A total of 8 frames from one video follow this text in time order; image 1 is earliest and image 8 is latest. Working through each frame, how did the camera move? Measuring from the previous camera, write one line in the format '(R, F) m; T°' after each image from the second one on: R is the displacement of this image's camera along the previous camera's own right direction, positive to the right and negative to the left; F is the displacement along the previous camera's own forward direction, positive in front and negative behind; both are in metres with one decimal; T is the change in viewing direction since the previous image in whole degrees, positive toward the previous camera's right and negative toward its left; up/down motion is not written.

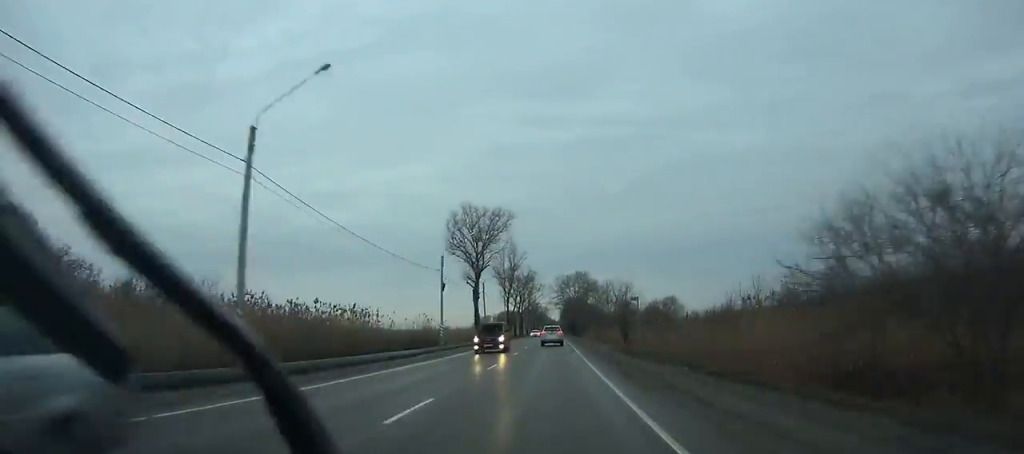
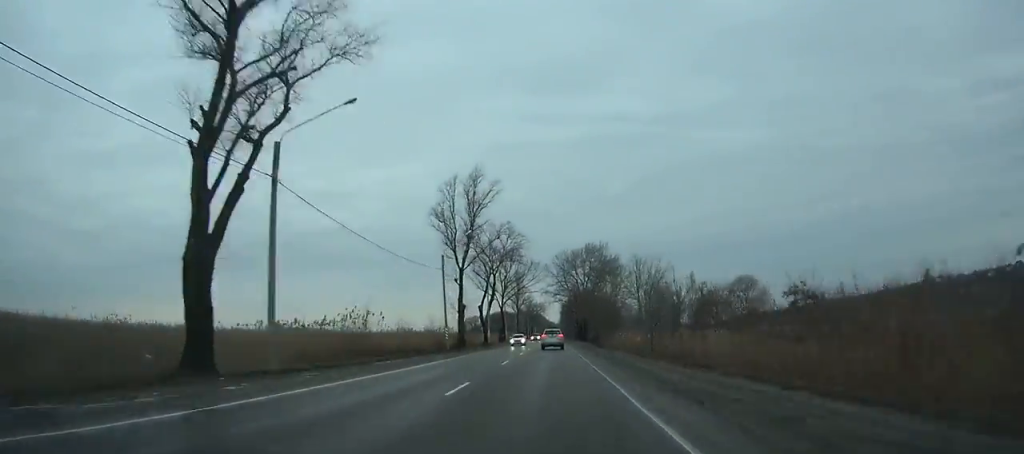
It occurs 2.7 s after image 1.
(-0.1, +68.0) m; 0°
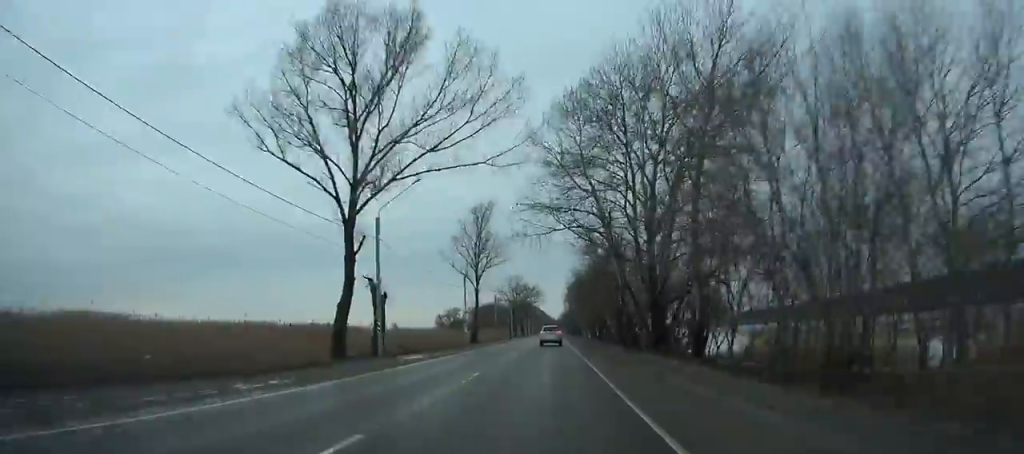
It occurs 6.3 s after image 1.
(+0.2, +91.5) m; 0°
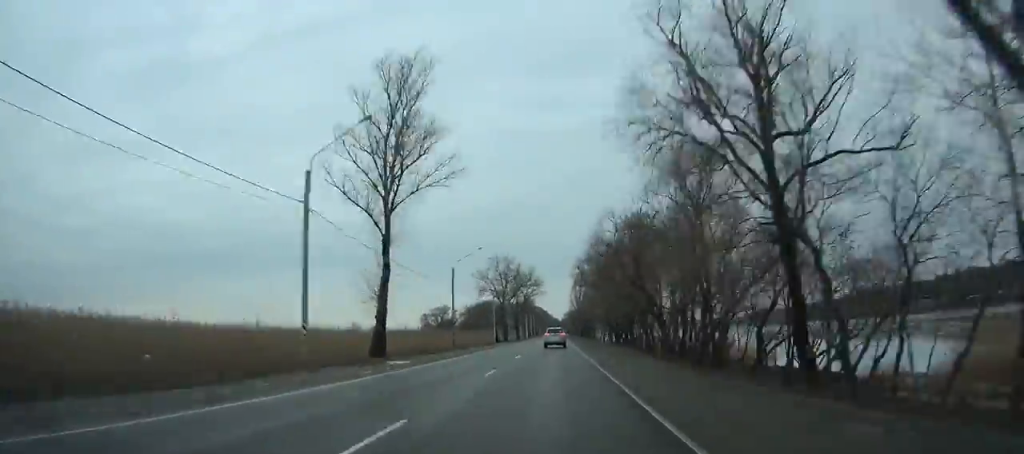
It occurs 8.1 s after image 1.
(+0.1, +46.2) m; 0°
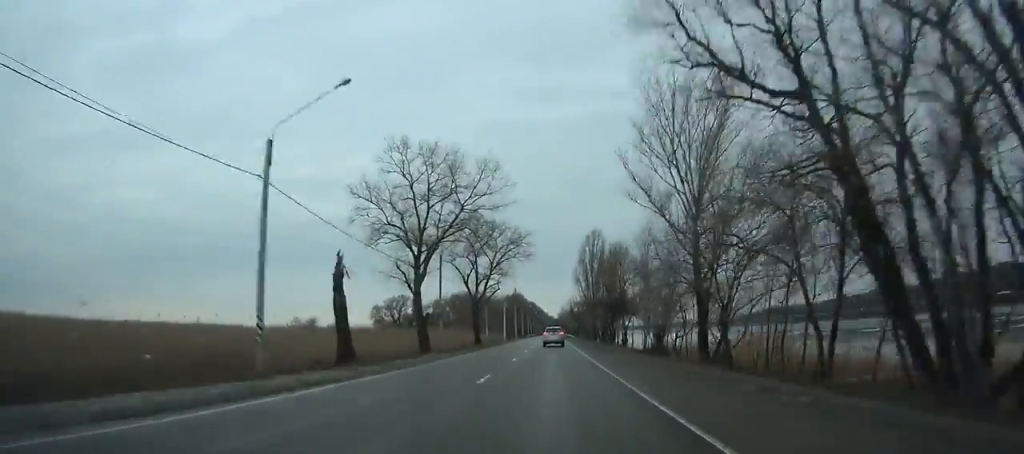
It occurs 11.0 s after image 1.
(+0.1, +74.8) m; 0°
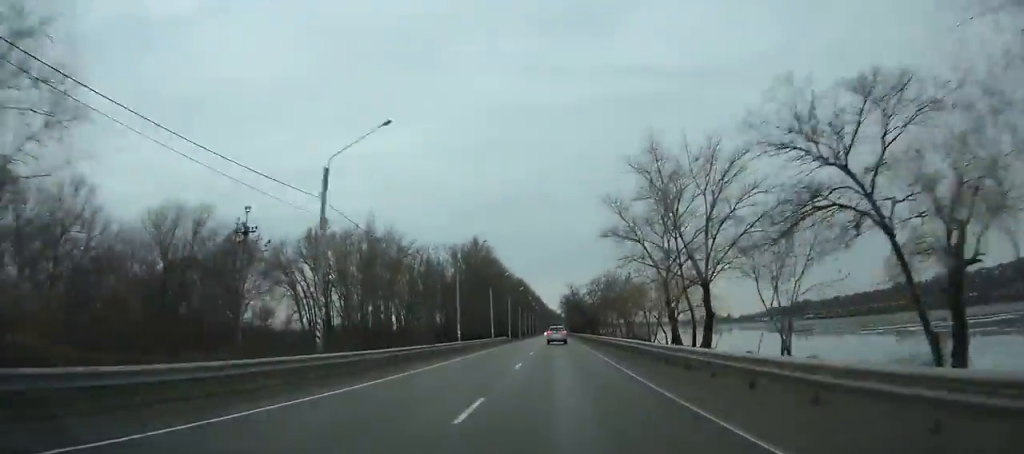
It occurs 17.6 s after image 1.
(0.0, +172.8) m; 0°
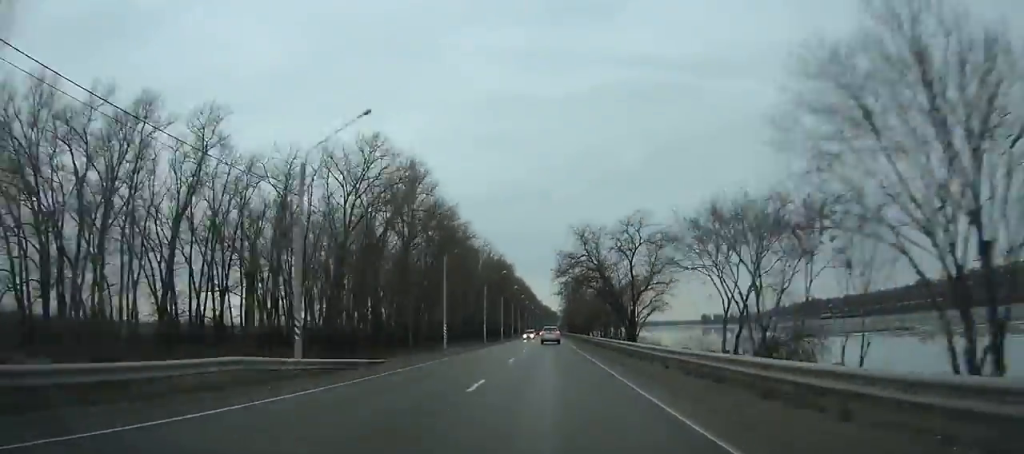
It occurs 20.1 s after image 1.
(0.0, +65.9) m; 0°
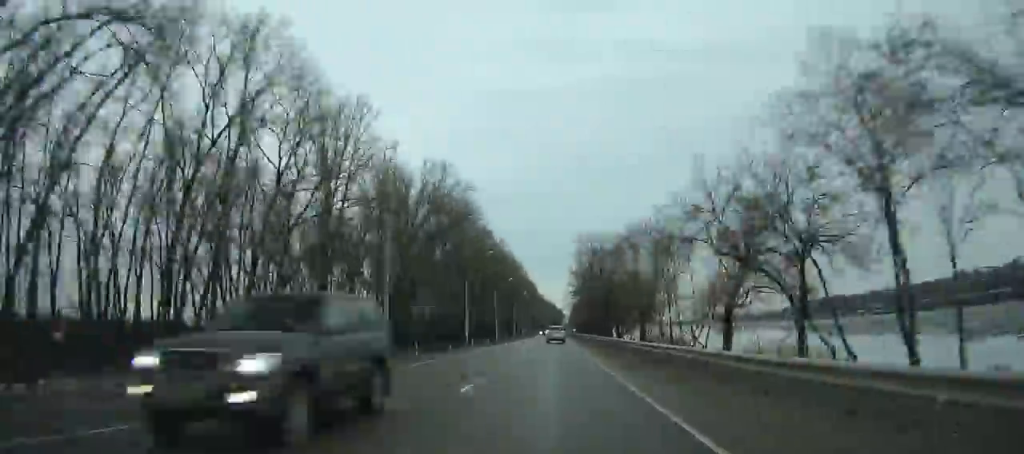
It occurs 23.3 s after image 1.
(-0.4, +84.5) m; 0°
